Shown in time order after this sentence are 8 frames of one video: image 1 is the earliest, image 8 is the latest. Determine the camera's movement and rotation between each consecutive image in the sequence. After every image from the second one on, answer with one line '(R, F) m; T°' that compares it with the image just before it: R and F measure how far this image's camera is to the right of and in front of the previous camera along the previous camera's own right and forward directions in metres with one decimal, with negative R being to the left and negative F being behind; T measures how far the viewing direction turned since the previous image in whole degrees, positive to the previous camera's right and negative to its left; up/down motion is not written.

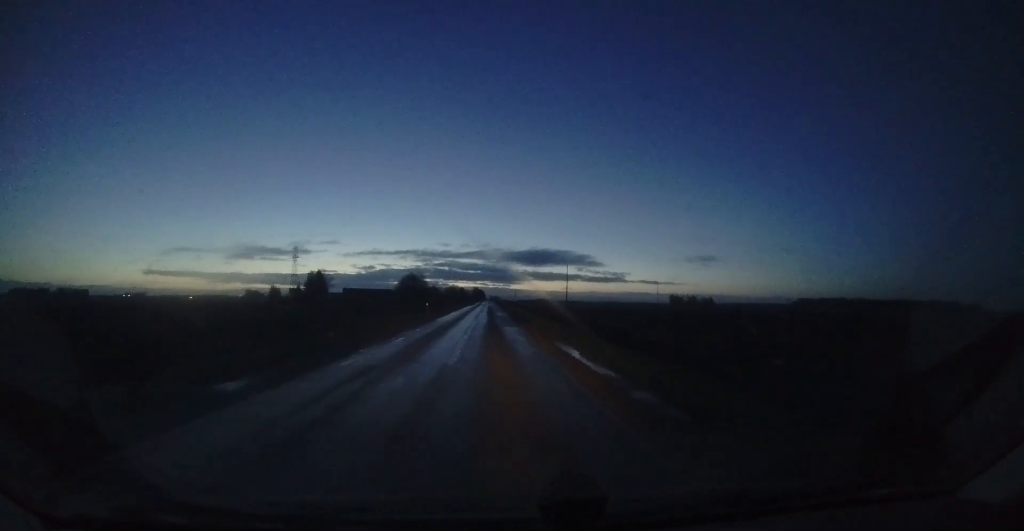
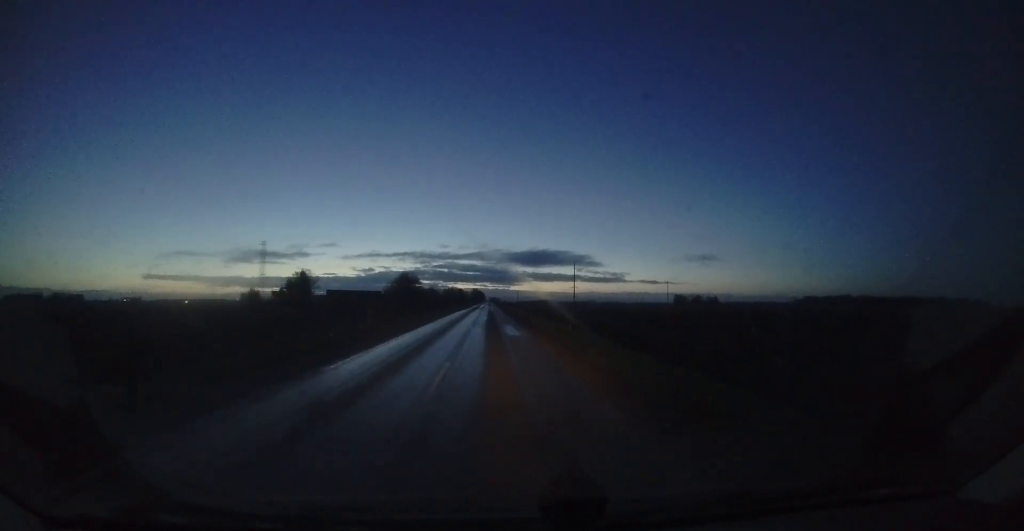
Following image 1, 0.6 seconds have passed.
(+0.2, +16.8) m; 0°
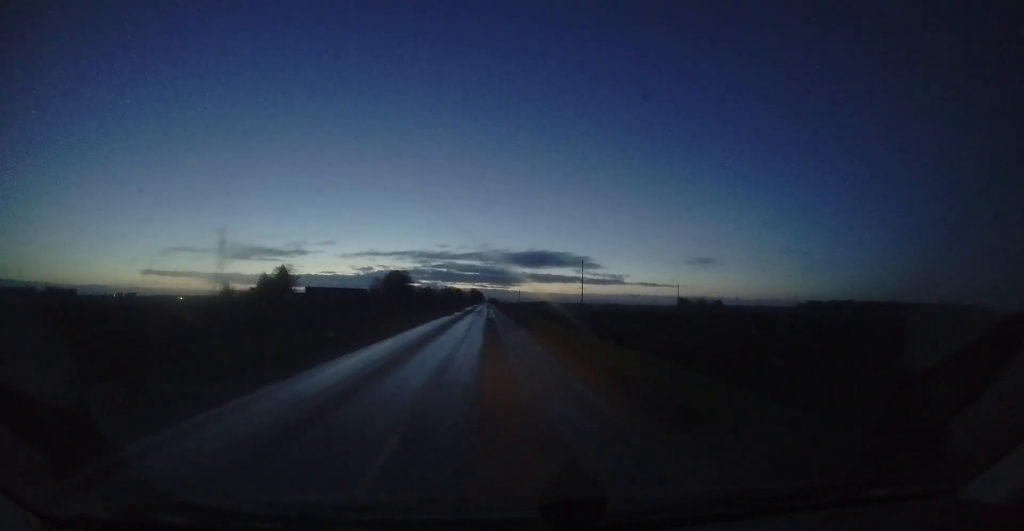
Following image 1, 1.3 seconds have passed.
(-0.1, +16.7) m; -1°
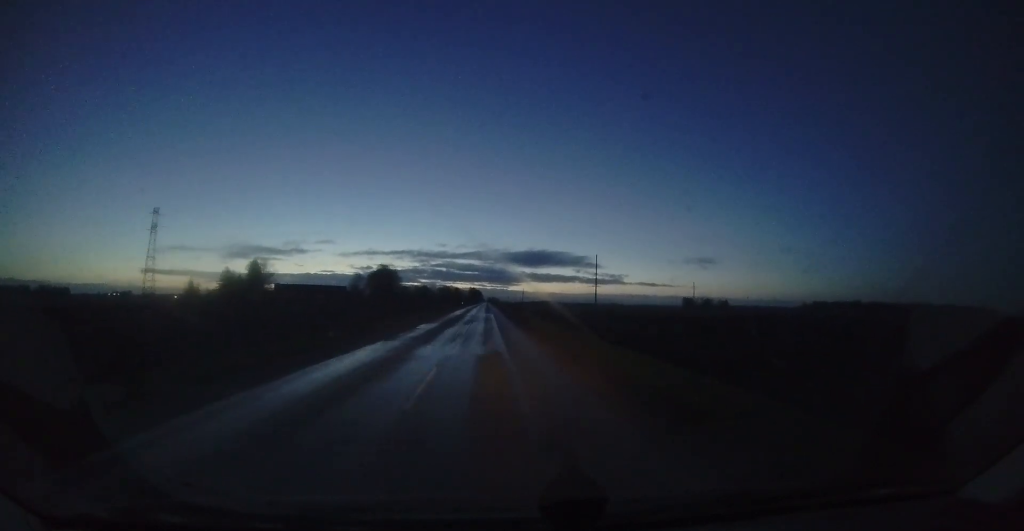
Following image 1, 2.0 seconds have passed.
(-0.2, +20.2) m; 0°
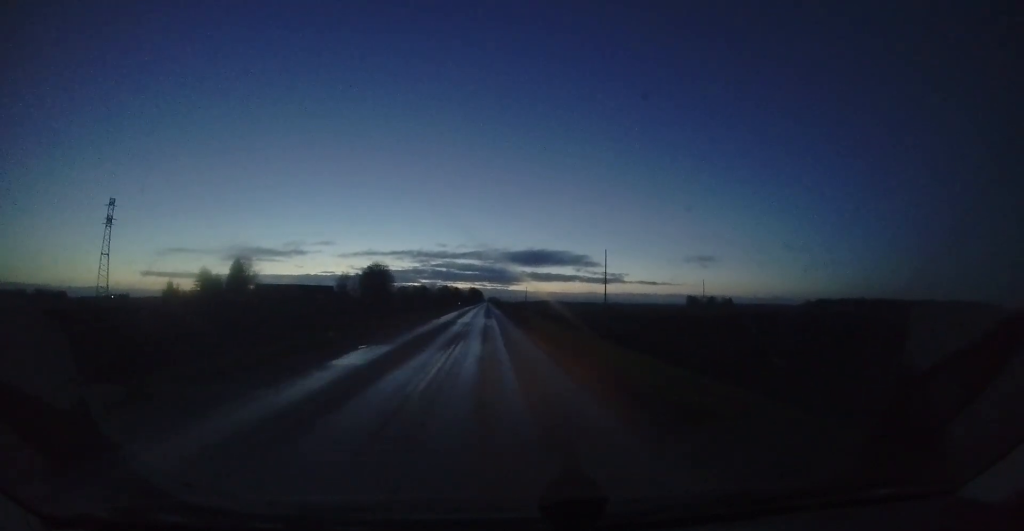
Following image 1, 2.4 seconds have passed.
(-0.2, +10.5) m; 0°
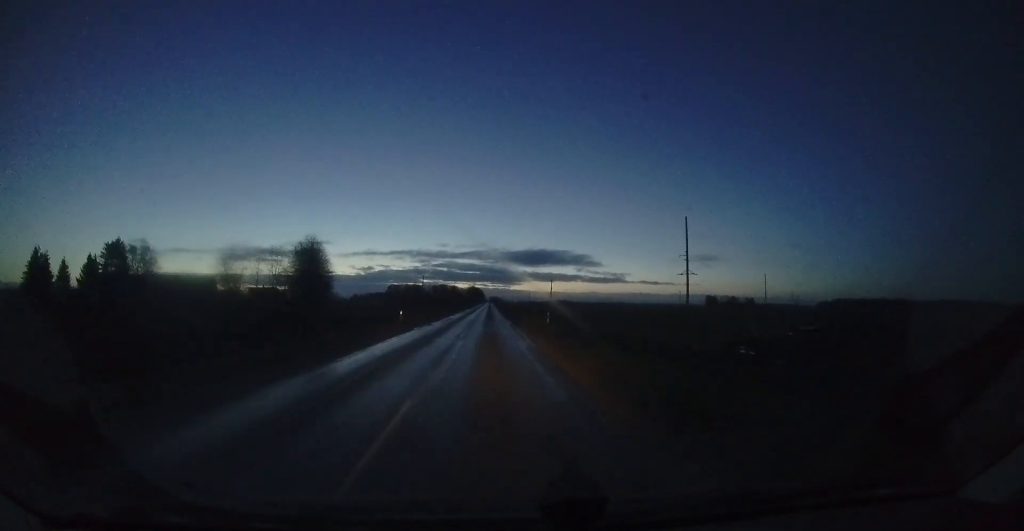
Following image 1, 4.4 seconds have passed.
(+0.4, +51.5) m; -2°
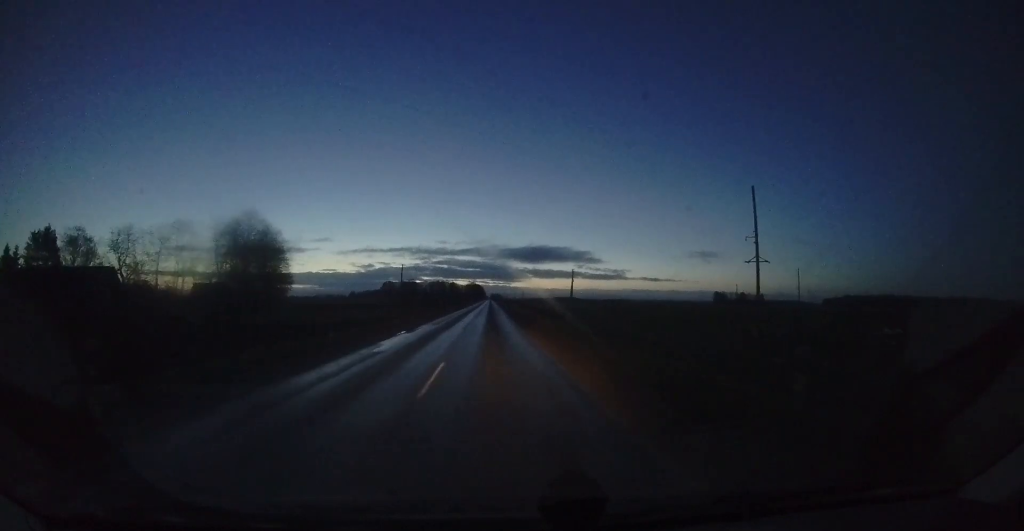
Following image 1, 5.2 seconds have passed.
(-0.5, +20.9) m; 0°
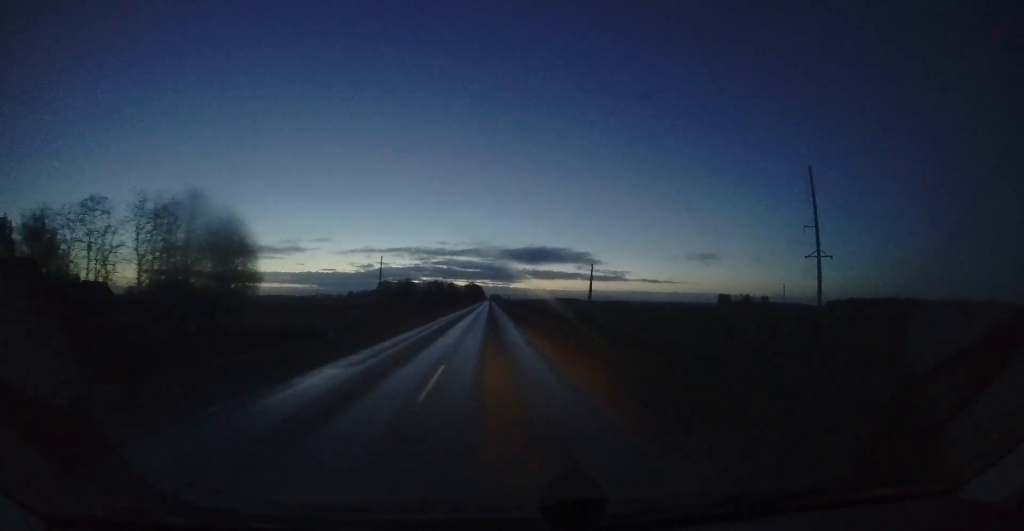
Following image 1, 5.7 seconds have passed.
(0.0, +12.2) m; 0°
